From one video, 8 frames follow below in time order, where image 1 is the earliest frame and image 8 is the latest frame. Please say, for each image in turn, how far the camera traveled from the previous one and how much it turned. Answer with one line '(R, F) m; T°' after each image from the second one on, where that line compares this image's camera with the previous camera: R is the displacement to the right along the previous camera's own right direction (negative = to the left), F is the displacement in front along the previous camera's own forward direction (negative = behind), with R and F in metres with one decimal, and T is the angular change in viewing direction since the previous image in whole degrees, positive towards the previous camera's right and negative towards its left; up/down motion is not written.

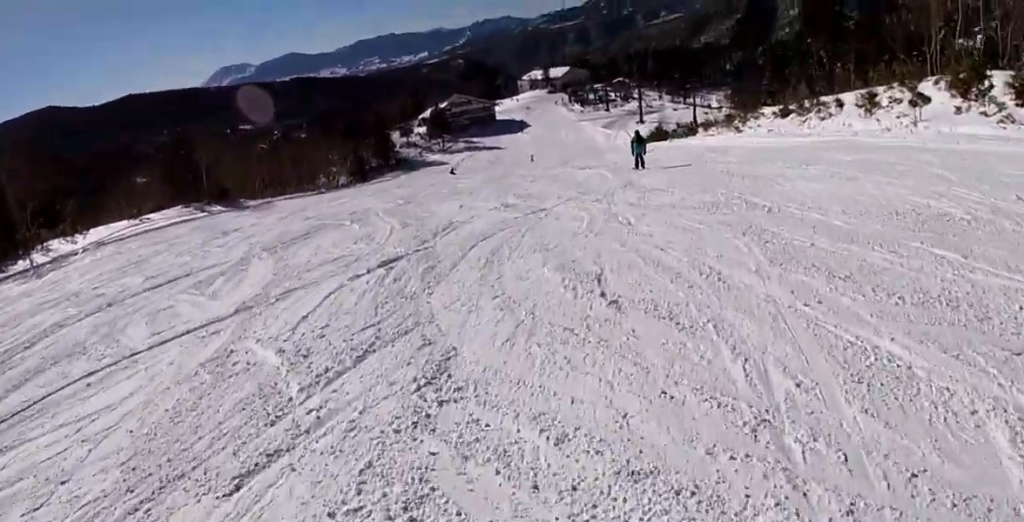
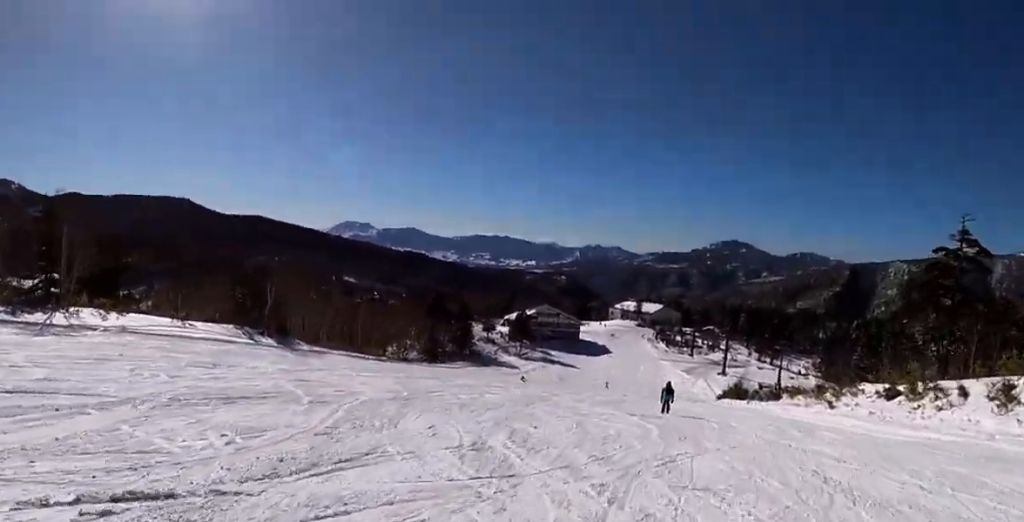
(+0.7, +6.1) m; -1°
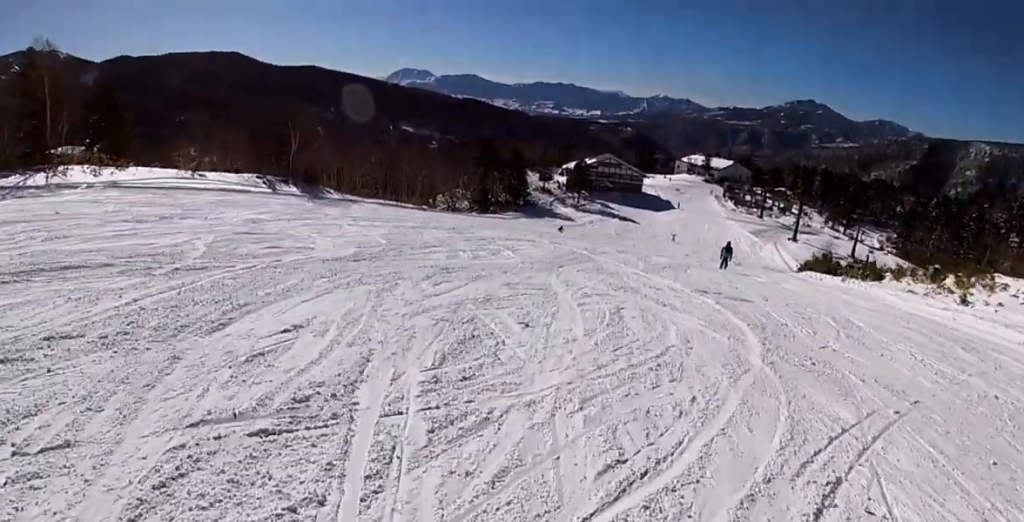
(-0.8, +7.2) m; -10°
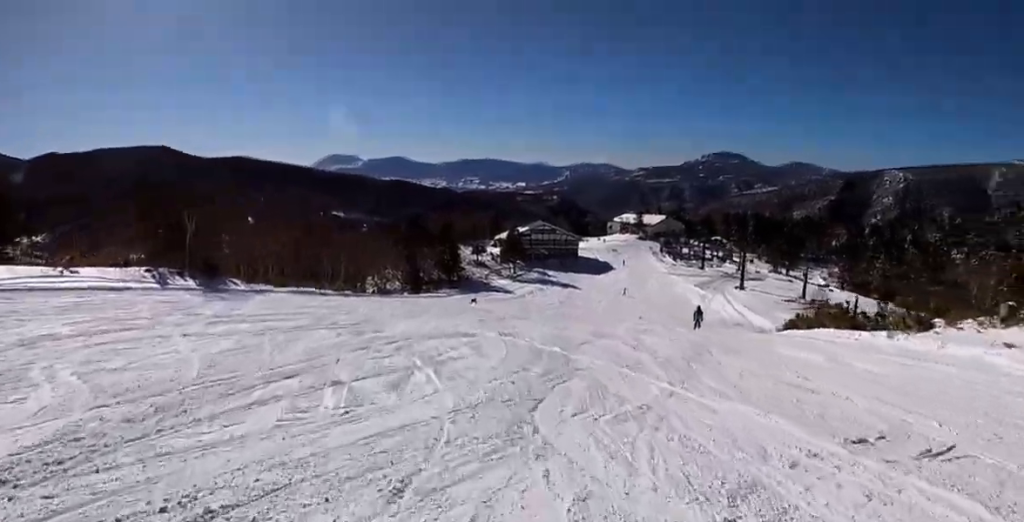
(-0.6, +9.4) m; -3°
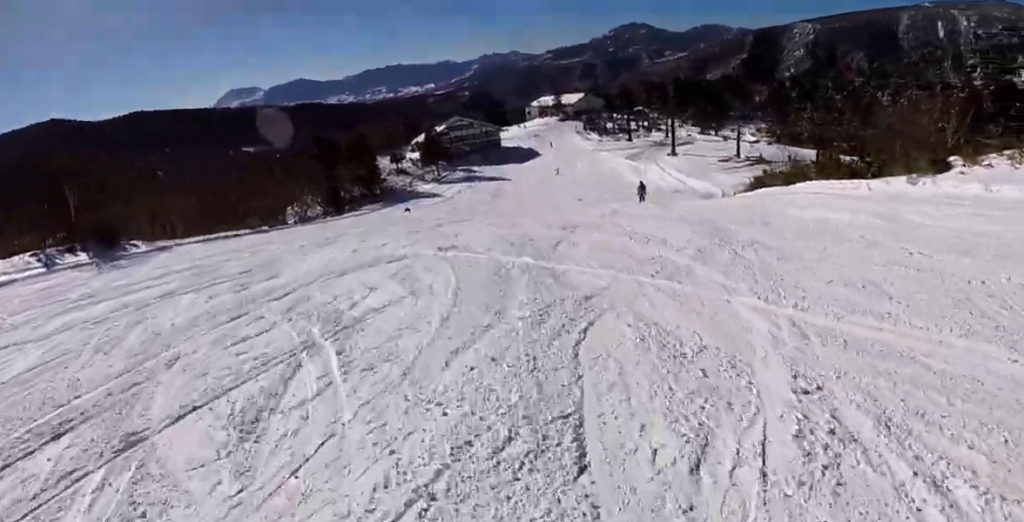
(-0.1, +5.2) m; +4°
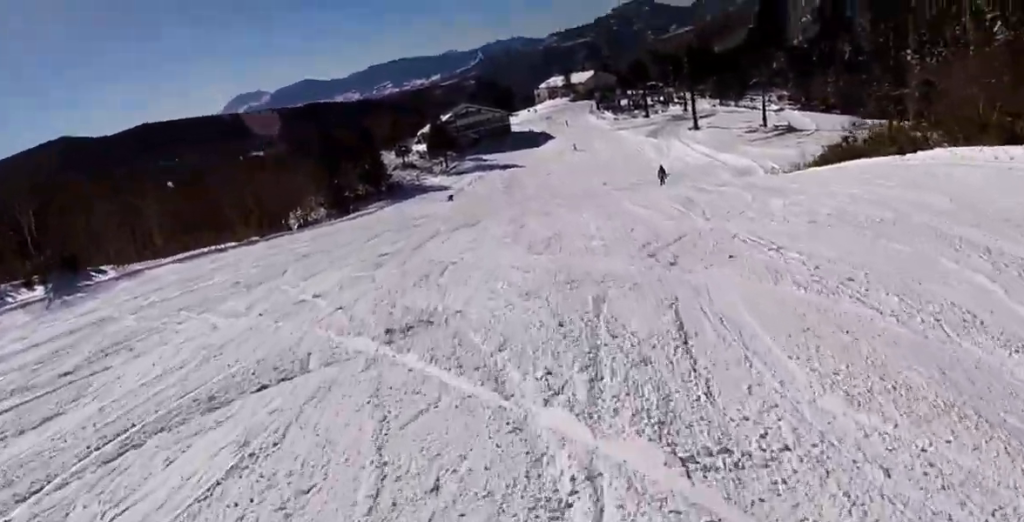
(+0.5, +7.9) m; +5°
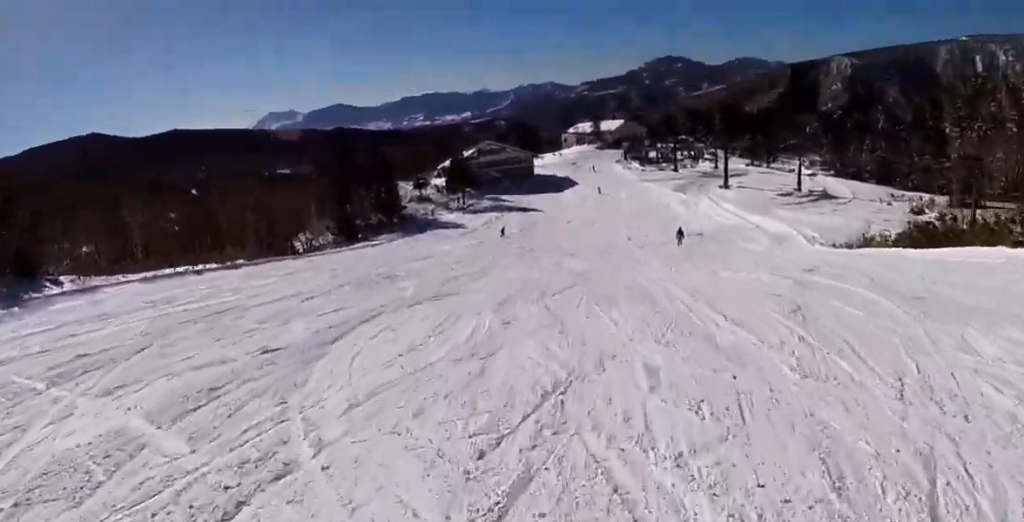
(+0.4, +7.0) m; +3°
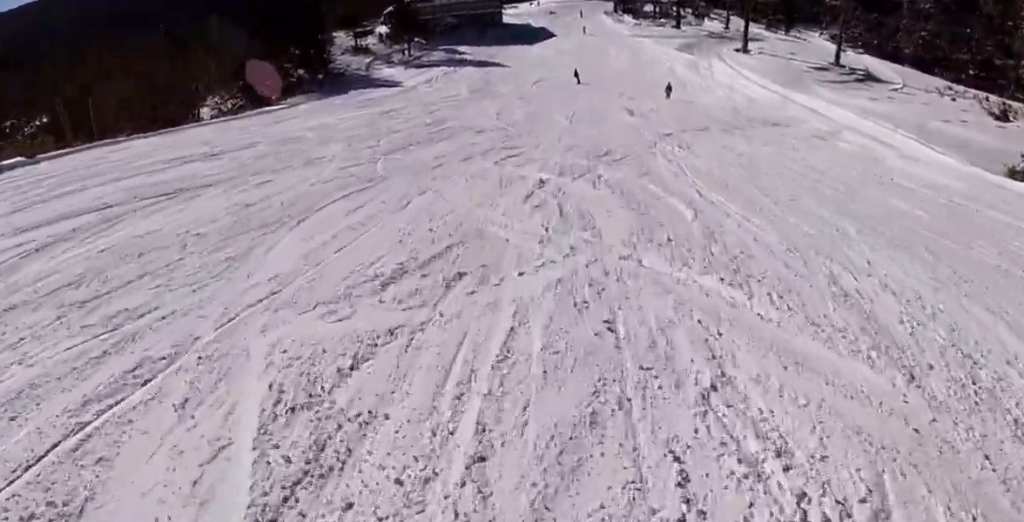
(-0.3, +24.0) m; -2°
